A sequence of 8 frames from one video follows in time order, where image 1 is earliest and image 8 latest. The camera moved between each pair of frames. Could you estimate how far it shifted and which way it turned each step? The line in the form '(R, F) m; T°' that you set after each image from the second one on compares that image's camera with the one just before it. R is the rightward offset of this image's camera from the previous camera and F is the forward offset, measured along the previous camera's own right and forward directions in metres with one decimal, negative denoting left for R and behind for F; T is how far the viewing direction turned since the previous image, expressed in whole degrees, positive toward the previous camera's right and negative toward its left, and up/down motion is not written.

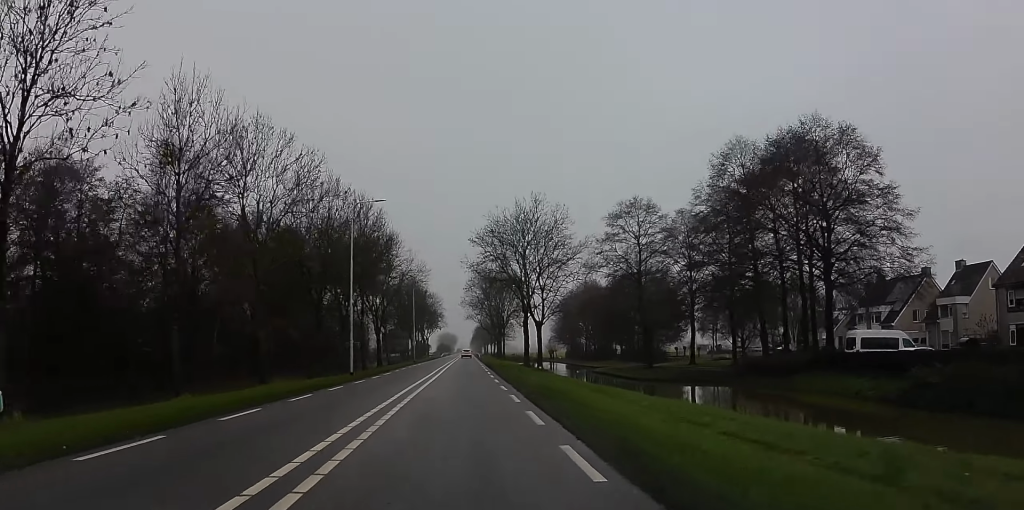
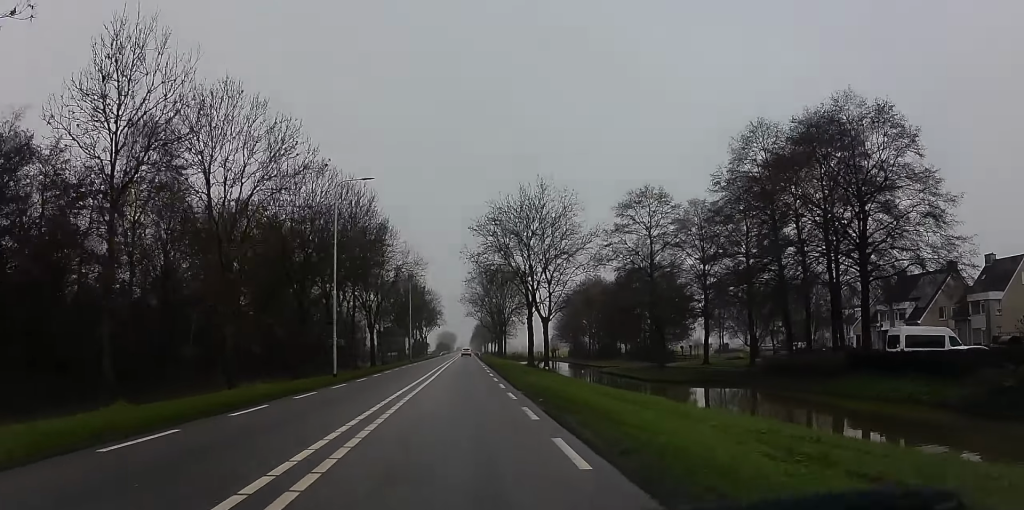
(0.0, +5.2) m; 0°
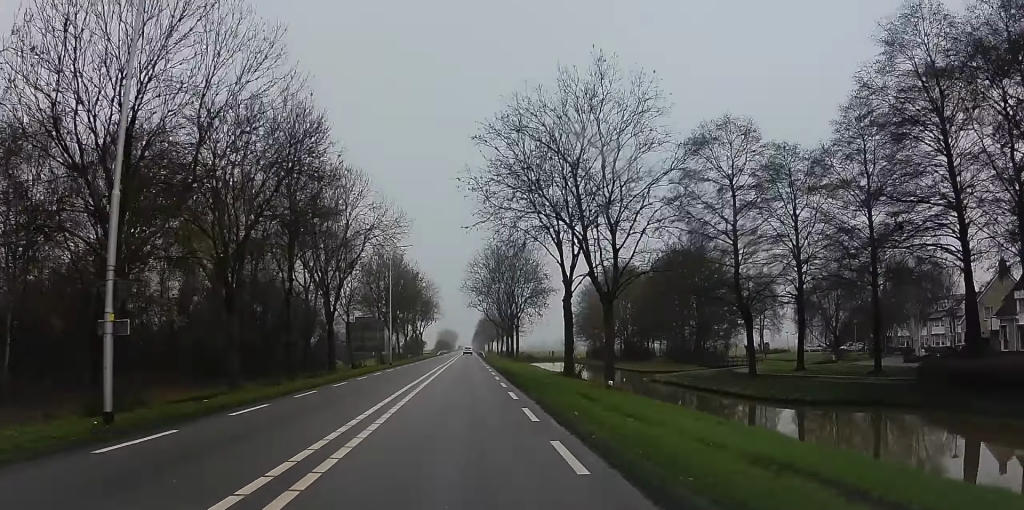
(+0.1, +23.6) m; +1°
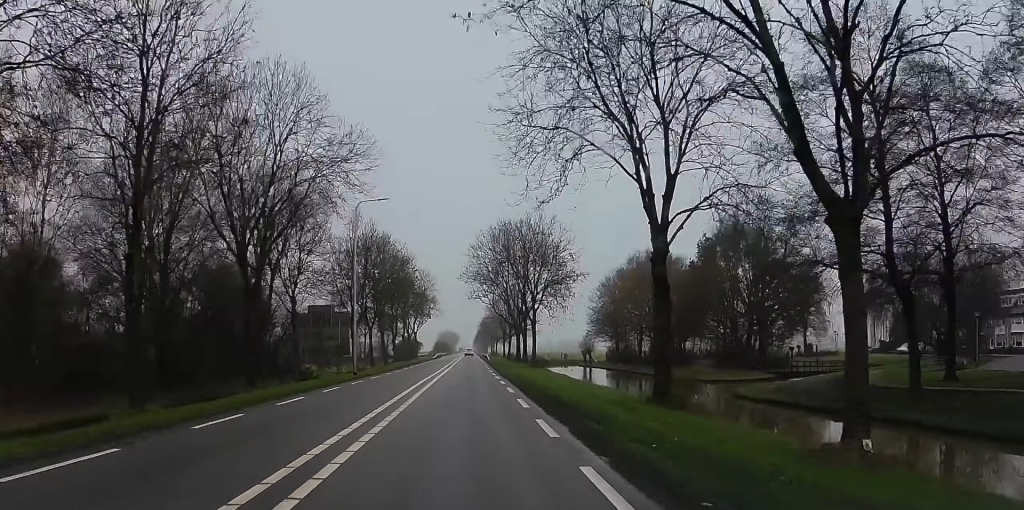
(+0.1, +20.1) m; 0°
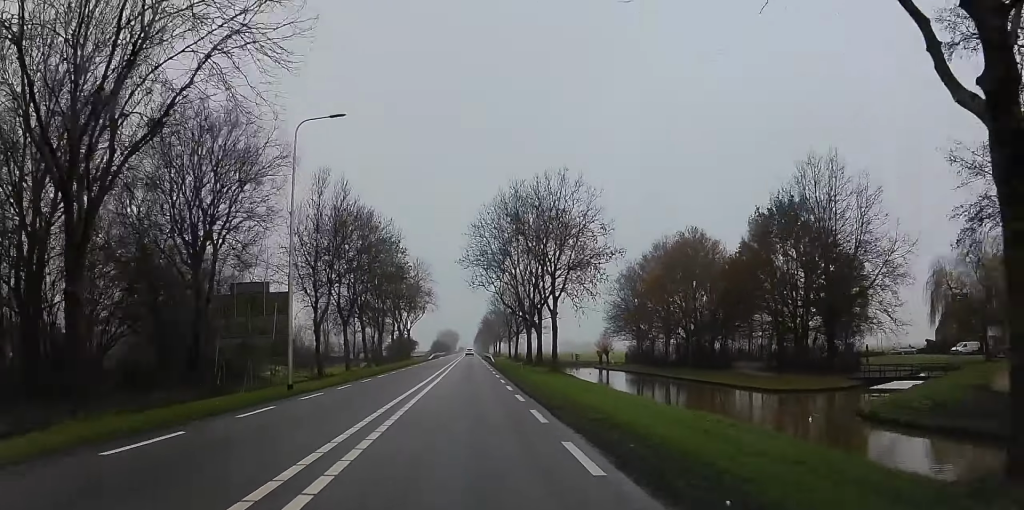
(0.0, +15.6) m; 0°
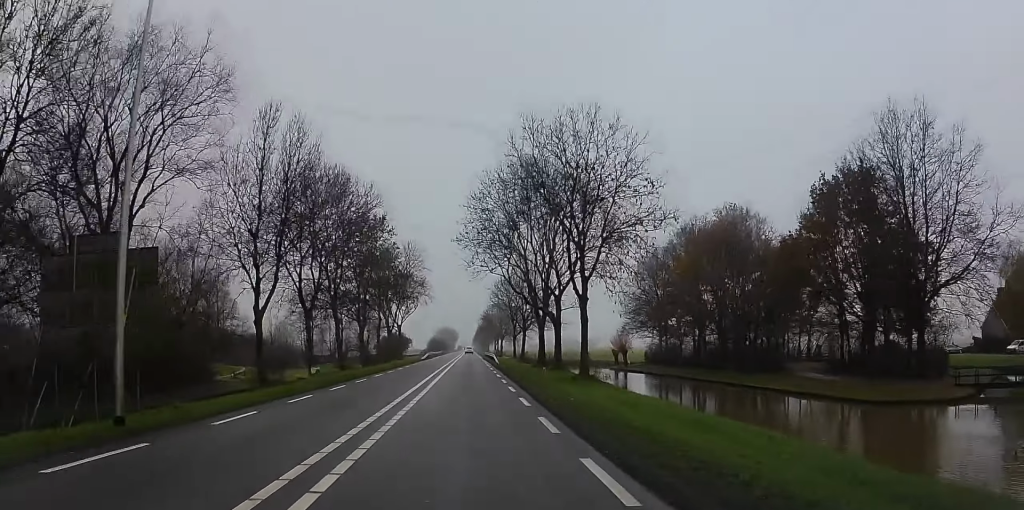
(0.0, +14.0) m; 0°
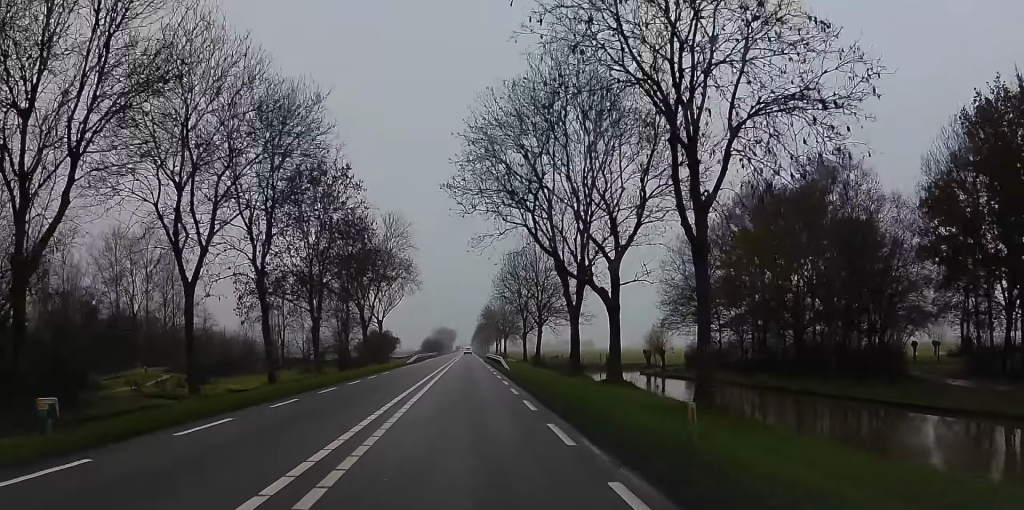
(0.0, +19.9) m; 0°
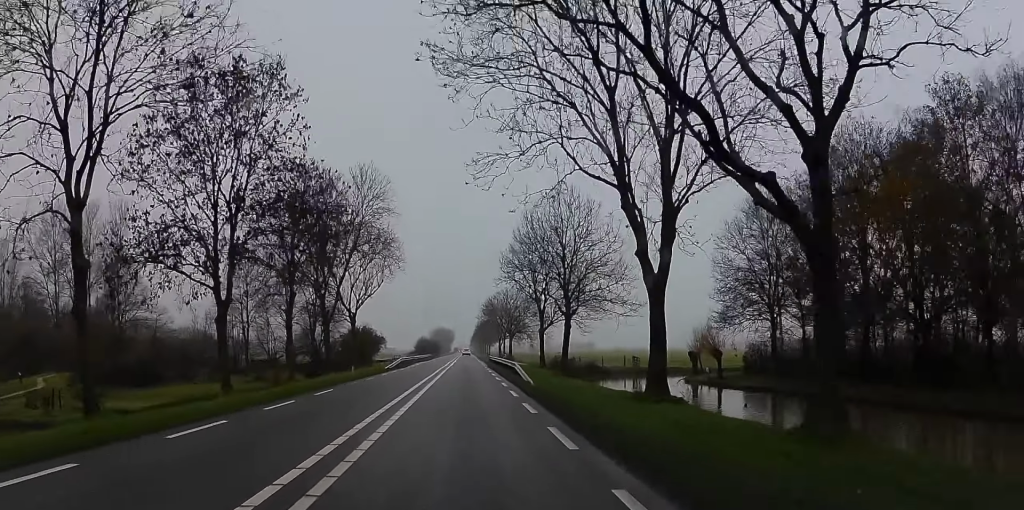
(-0.1, +18.6) m; 0°
